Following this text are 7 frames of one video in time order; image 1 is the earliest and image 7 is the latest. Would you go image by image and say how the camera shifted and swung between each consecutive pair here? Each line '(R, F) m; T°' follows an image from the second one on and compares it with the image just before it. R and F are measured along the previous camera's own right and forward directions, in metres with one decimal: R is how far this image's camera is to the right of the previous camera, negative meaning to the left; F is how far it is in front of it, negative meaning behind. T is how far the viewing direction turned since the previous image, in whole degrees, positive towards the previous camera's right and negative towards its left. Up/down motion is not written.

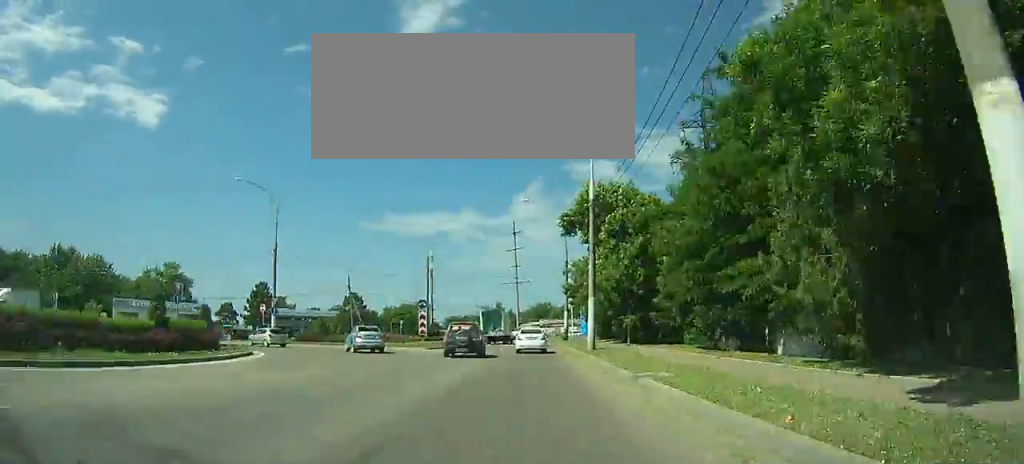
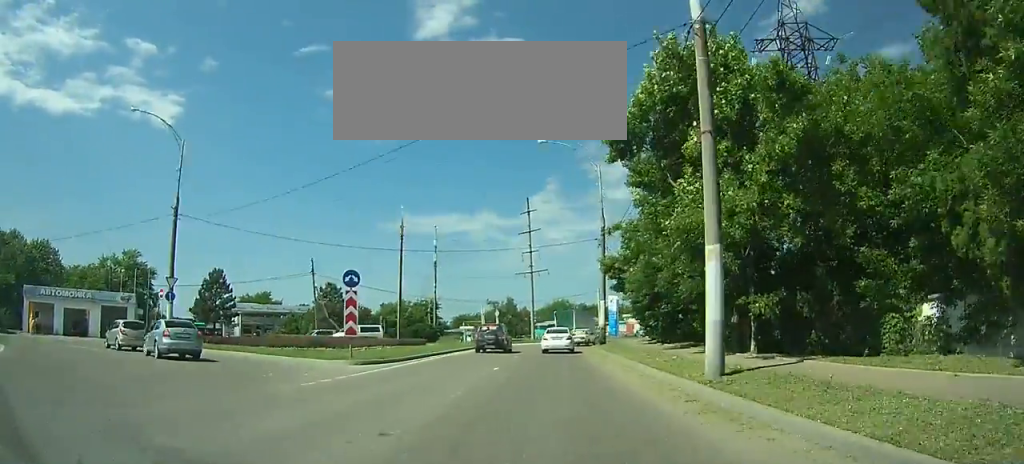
(+1.0, +18.1) m; +5°
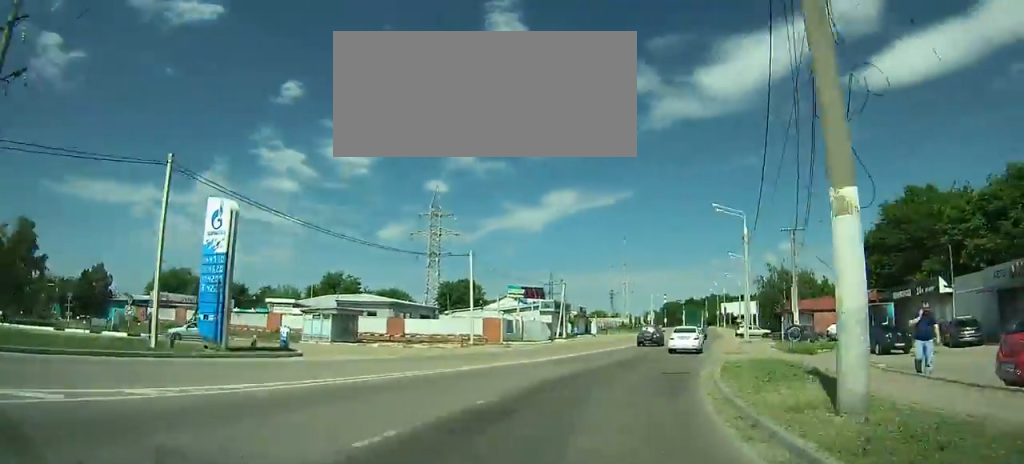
(+12.3, +56.0) m; +33°
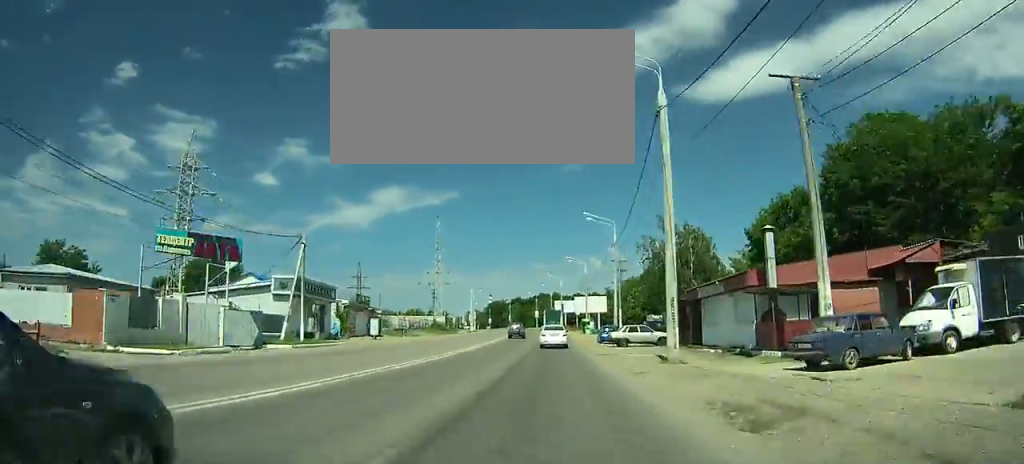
(+5.9, +32.5) m; +14°
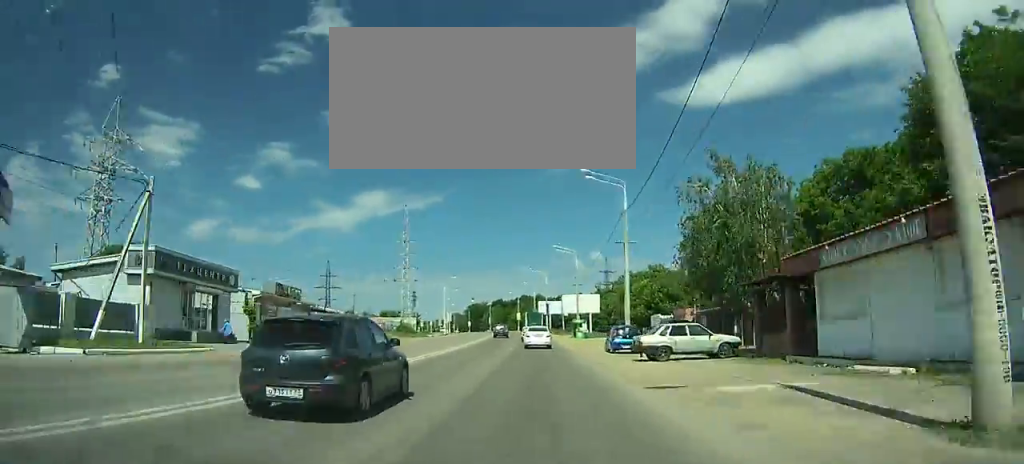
(+1.0, +16.7) m; +3°
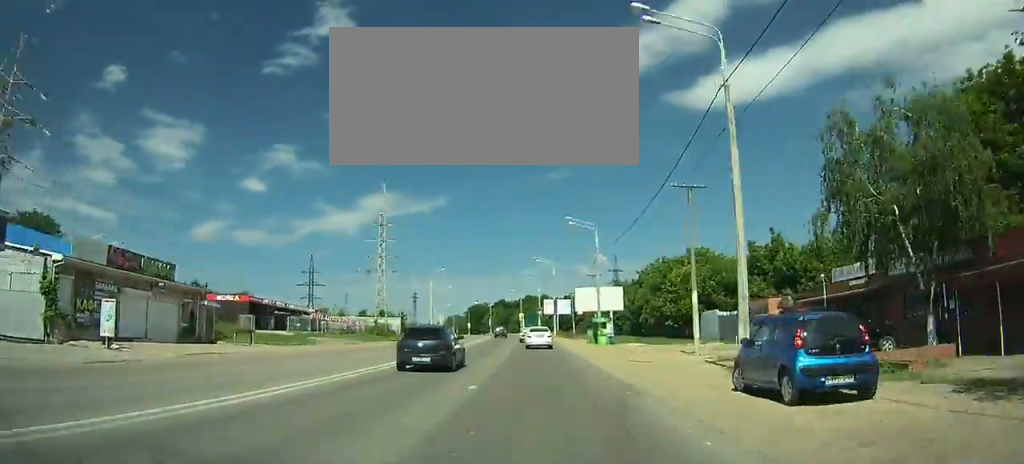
(+0.2, +21.4) m; +1°
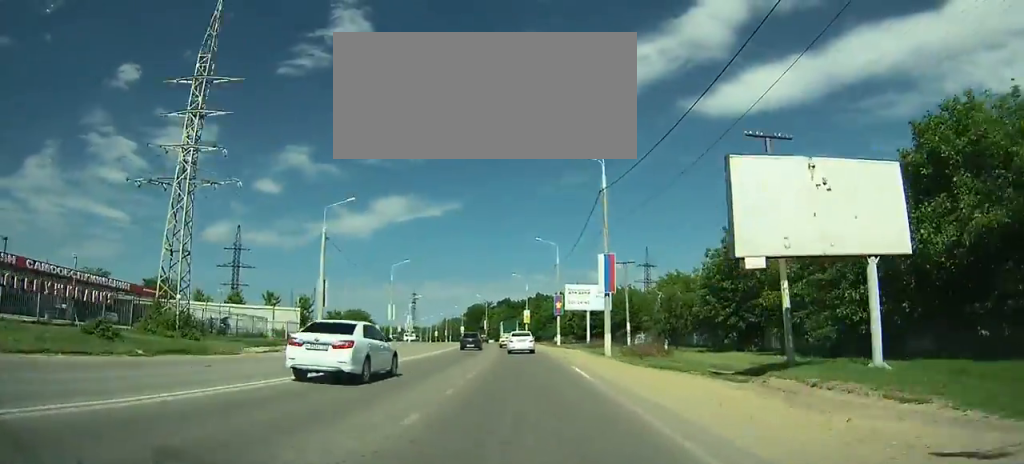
(-0.2, +57.6) m; -1°
